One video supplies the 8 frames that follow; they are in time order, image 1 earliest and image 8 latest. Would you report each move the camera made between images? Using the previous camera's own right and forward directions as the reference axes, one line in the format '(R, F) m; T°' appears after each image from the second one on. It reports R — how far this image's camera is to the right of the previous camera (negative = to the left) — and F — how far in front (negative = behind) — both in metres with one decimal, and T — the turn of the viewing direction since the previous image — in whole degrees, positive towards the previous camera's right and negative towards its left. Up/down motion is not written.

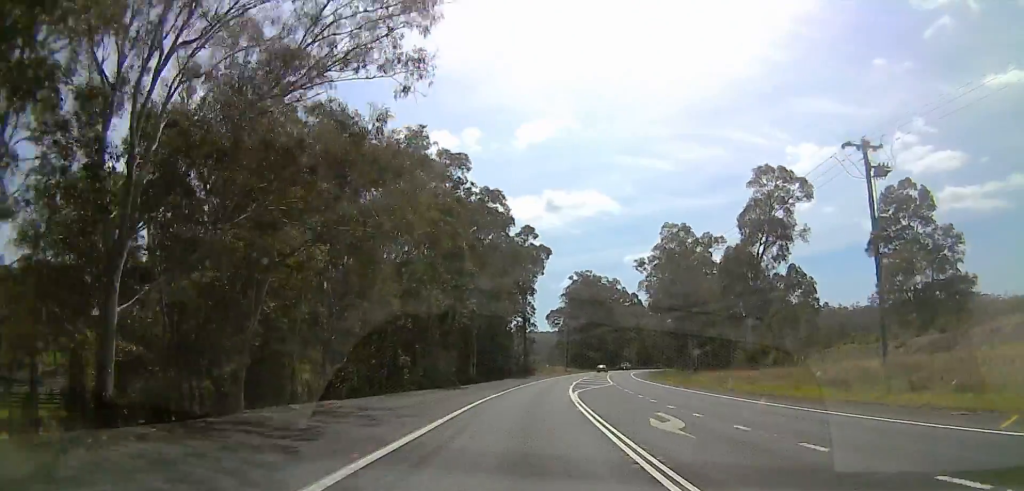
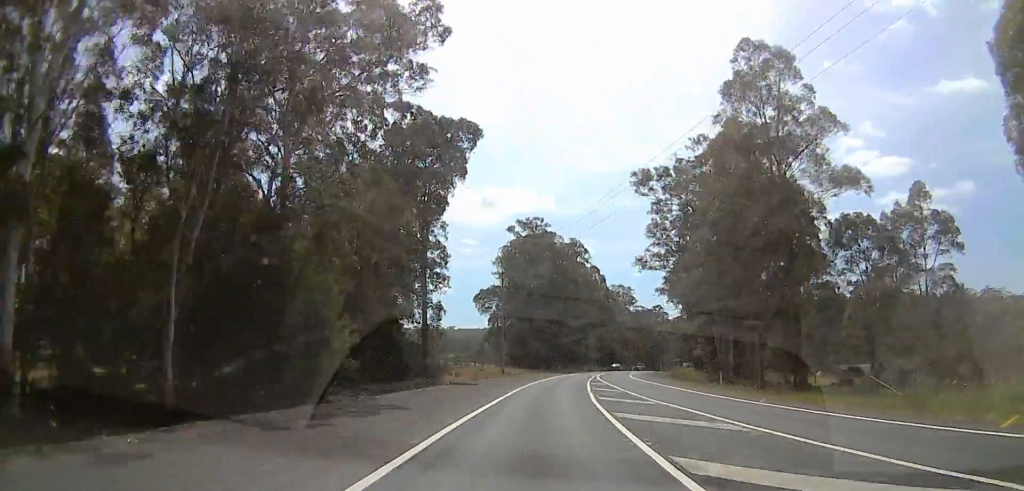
(+6.5, +57.5) m; +9°
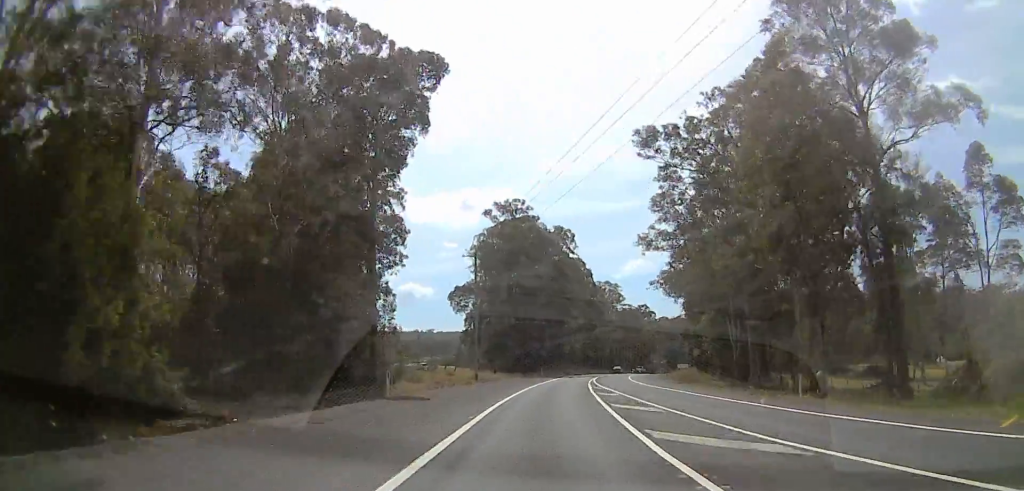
(-0.4, +13.6) m; +1°
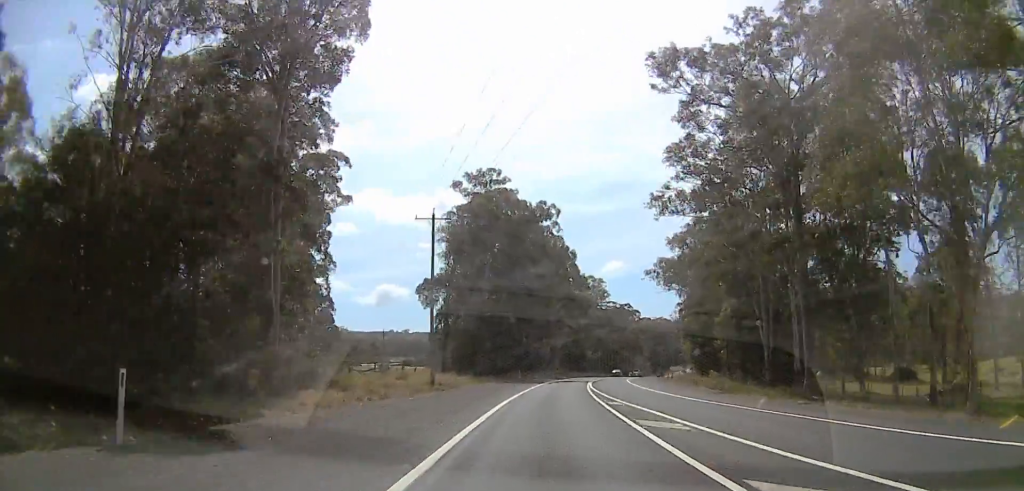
(-0.9, +15.4) m; +1°
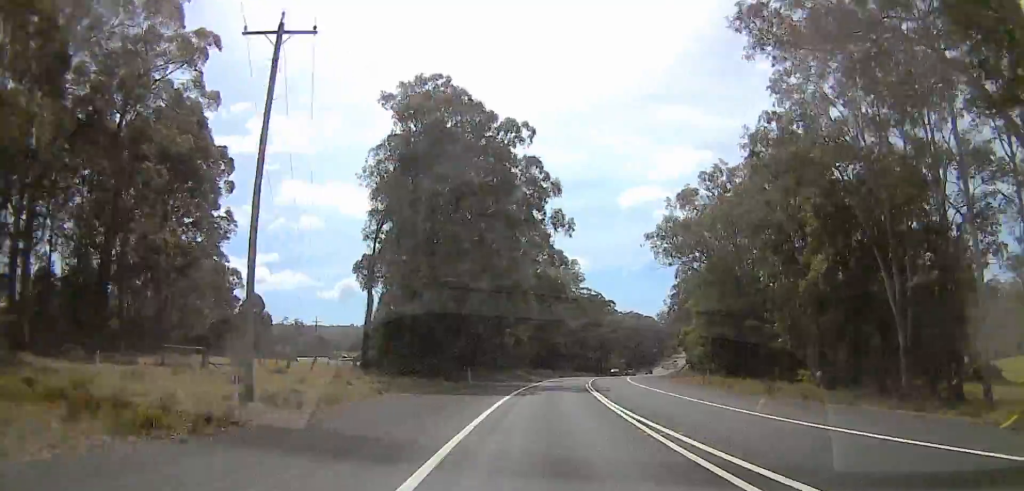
(+1.8, +25.9) m; +7°
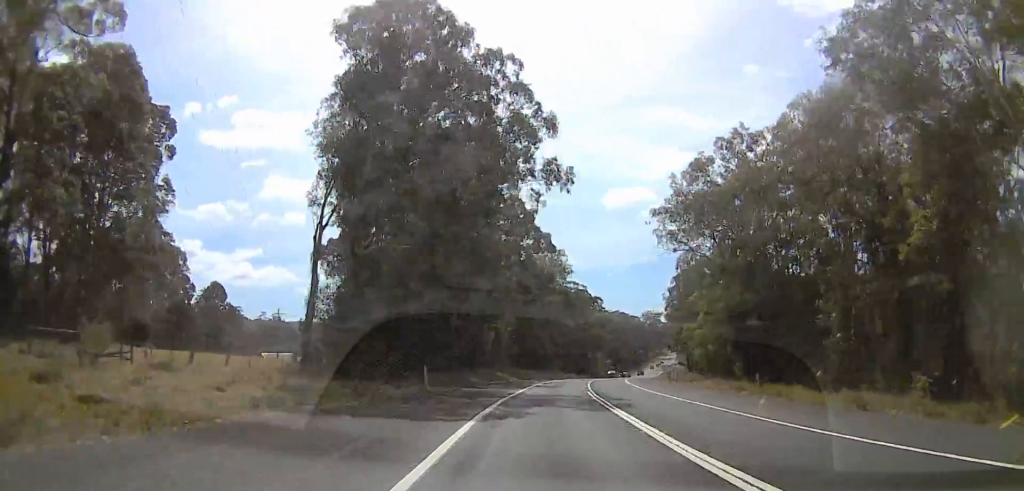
(+0.7, +12.1) m; +1°
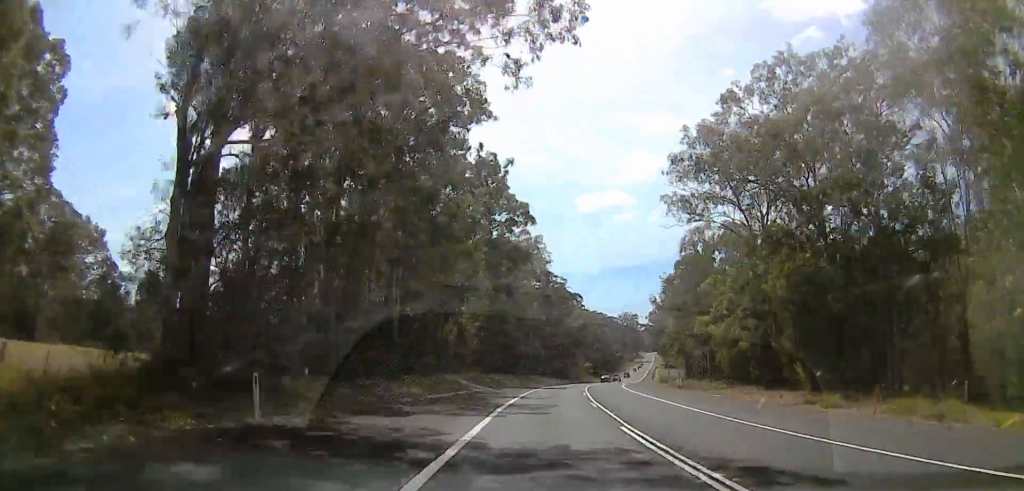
(+0.5, +17.3) m; +2°
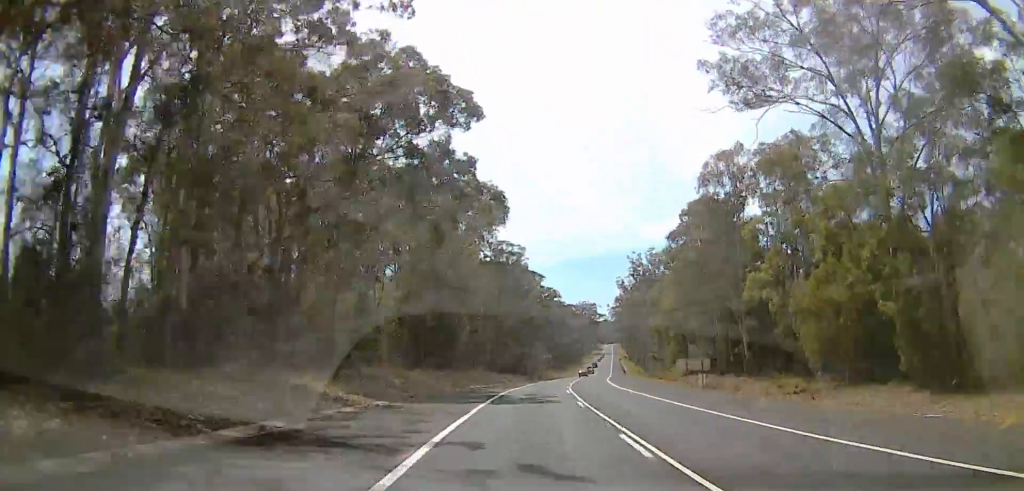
(0.0, +26.8) m; +1°
